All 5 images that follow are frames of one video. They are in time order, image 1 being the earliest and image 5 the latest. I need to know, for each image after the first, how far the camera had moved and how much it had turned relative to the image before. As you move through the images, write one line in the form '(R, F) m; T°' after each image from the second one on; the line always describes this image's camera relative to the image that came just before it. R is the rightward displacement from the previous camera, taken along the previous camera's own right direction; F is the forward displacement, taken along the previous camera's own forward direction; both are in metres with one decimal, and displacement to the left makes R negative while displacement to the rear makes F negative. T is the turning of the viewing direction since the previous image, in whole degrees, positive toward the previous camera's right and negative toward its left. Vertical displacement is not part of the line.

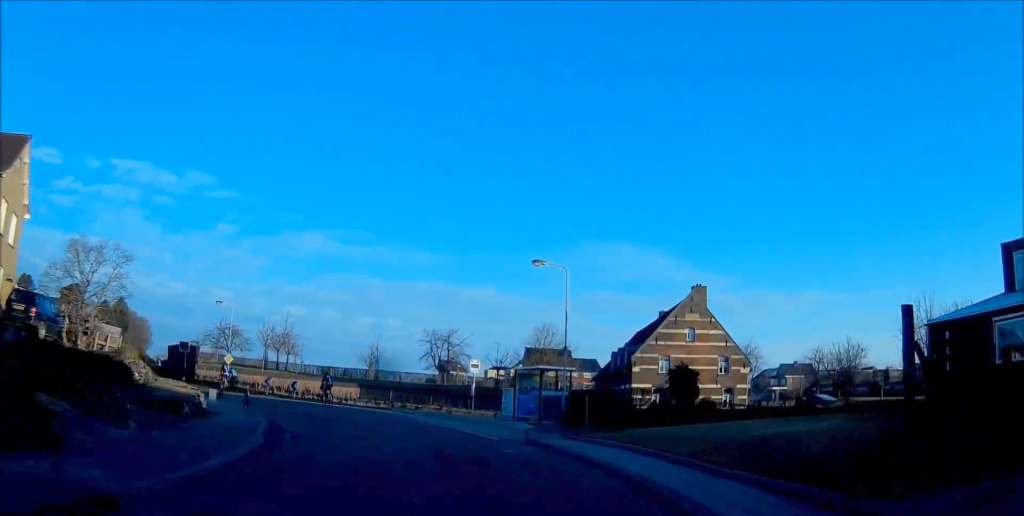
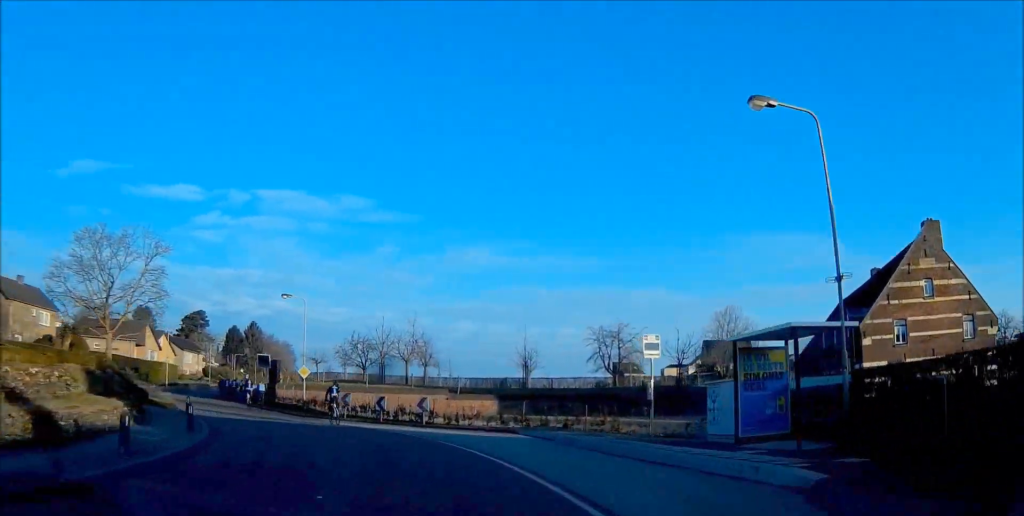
(-1.7, +15.9) m; -14°
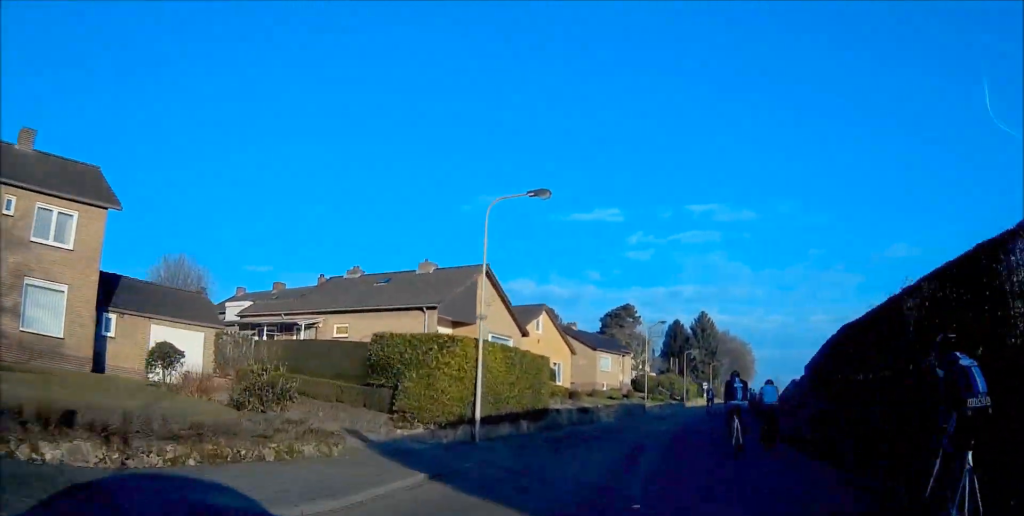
(-13.5, +54.2) m; -10°
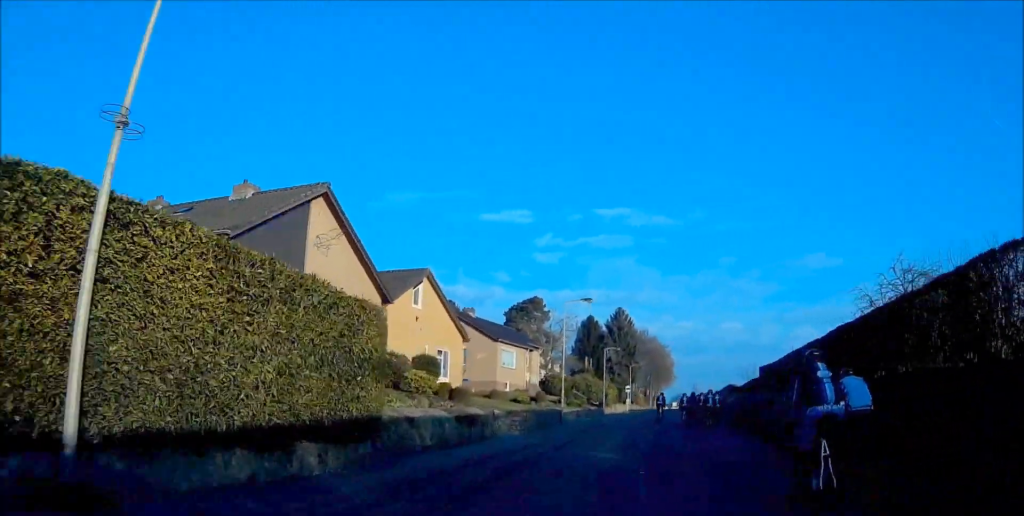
(+0.4, +14.4) m; +4°
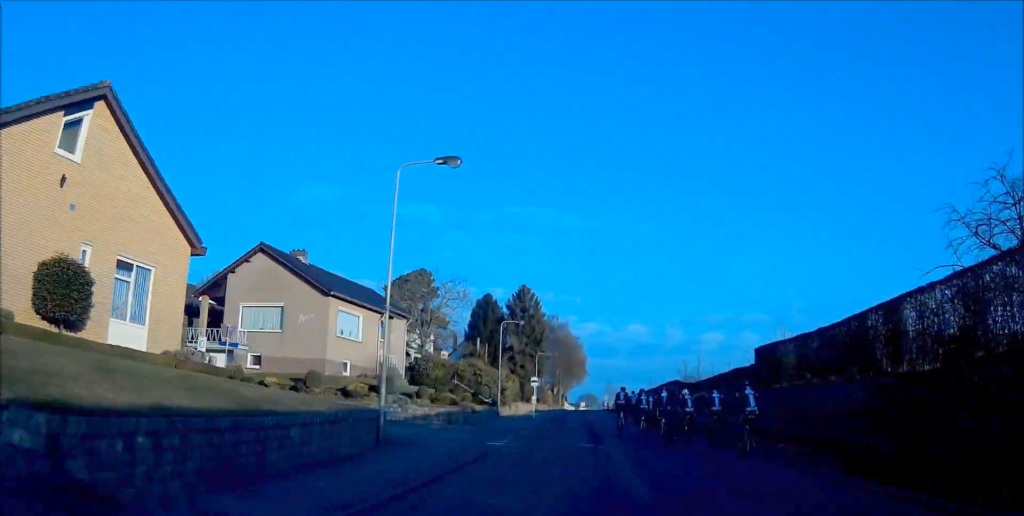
(+1.3, +23.1) m; +4°
